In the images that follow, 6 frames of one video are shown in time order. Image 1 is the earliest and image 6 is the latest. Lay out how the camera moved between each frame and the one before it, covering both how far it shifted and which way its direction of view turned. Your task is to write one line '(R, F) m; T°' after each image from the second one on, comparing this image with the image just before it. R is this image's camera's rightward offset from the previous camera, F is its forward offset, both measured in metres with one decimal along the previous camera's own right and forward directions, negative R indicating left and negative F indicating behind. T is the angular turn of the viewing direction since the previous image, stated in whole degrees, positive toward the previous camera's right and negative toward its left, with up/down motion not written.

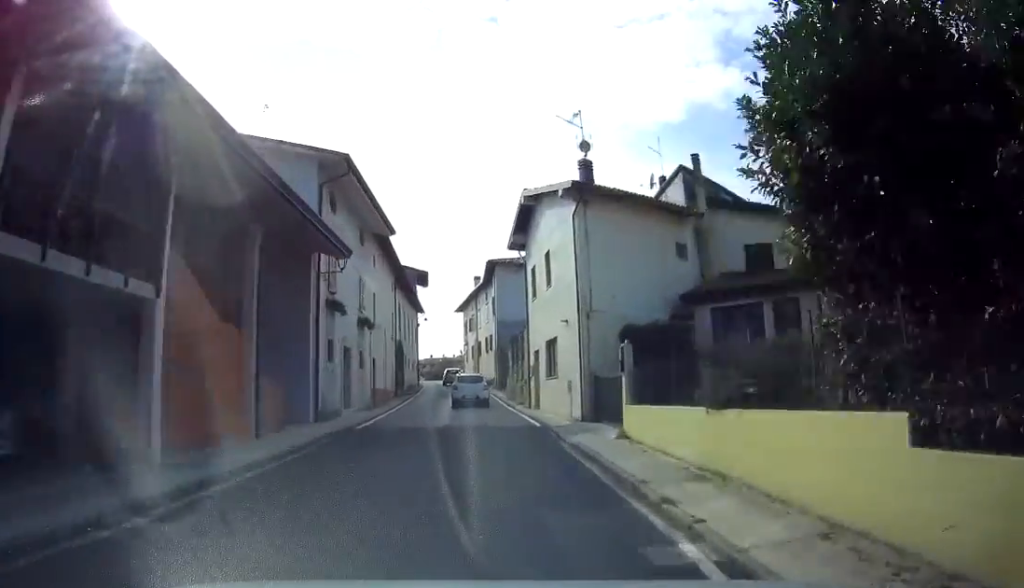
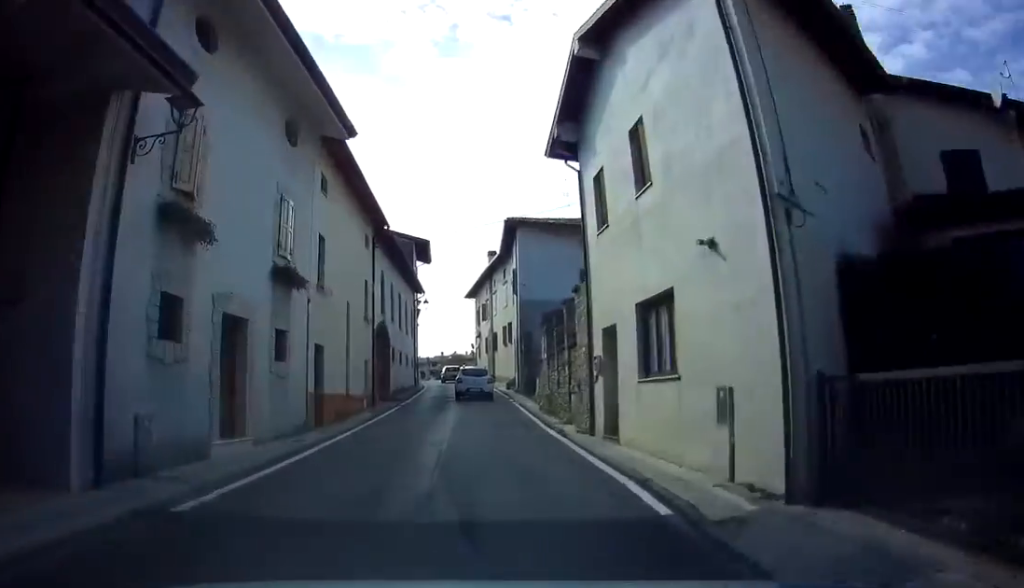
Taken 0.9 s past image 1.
(+0.3, +11.4) m; -2°
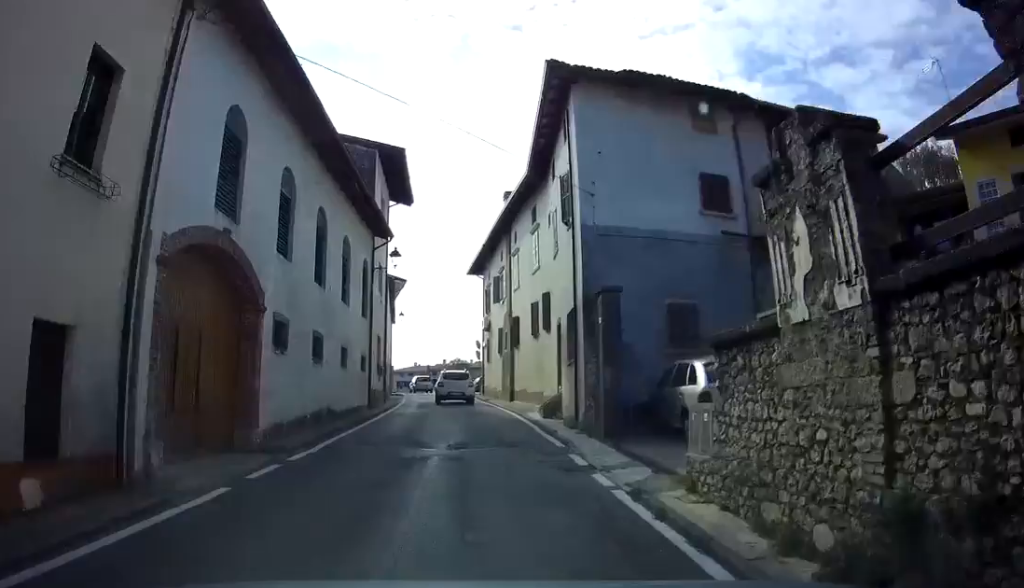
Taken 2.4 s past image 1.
(-0.6, +18.0) m; -1°
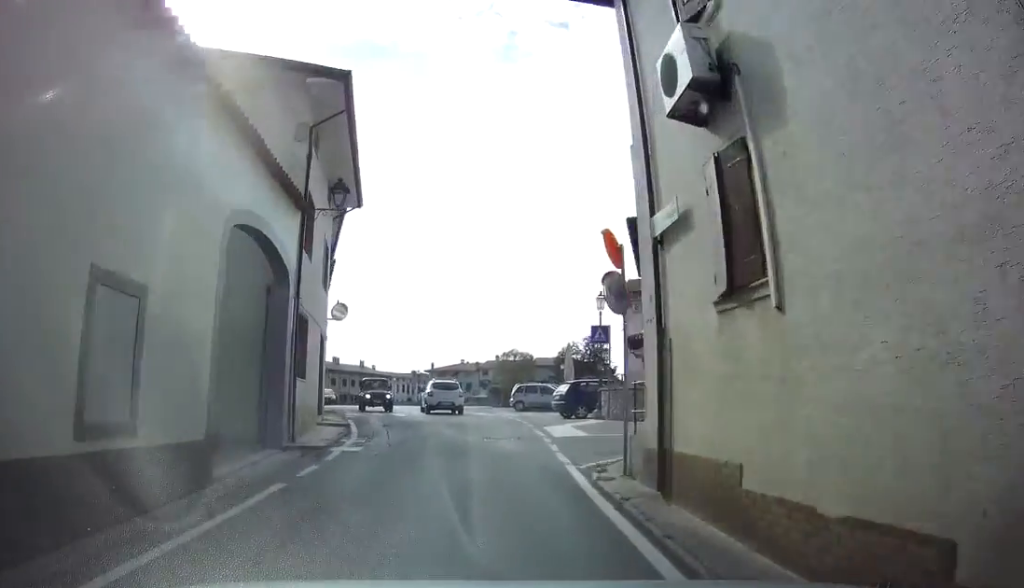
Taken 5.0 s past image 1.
(-1.8, +29.6) m; -3°
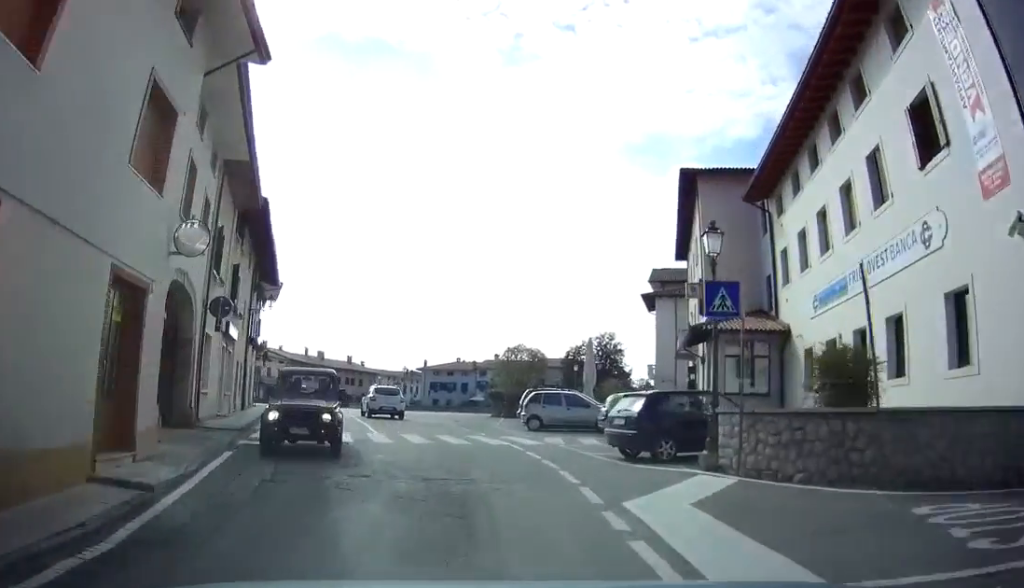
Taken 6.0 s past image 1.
(+0.7, +10.7) m; +1°
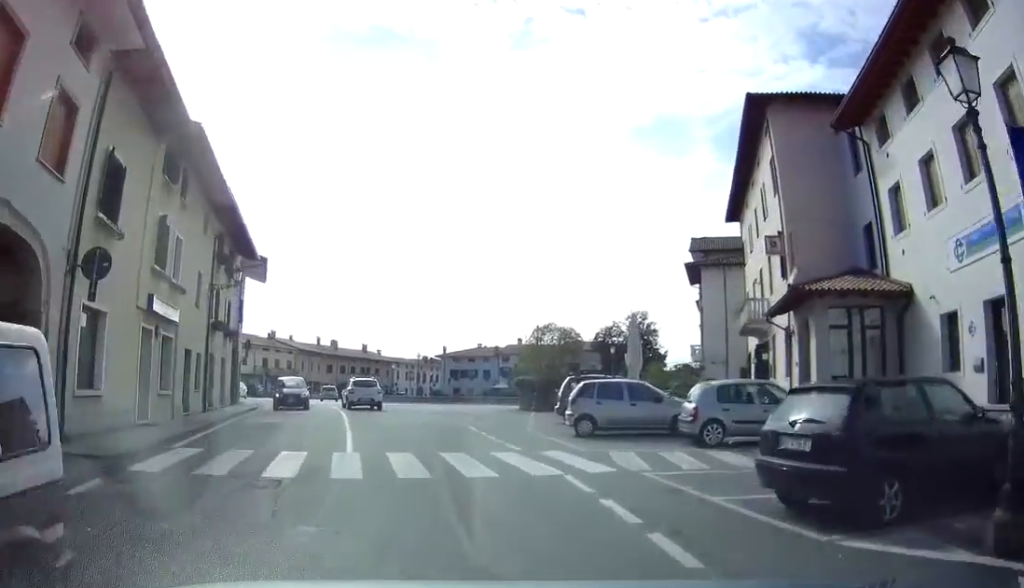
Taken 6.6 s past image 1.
(-0.4, +6.3) m; -5°
